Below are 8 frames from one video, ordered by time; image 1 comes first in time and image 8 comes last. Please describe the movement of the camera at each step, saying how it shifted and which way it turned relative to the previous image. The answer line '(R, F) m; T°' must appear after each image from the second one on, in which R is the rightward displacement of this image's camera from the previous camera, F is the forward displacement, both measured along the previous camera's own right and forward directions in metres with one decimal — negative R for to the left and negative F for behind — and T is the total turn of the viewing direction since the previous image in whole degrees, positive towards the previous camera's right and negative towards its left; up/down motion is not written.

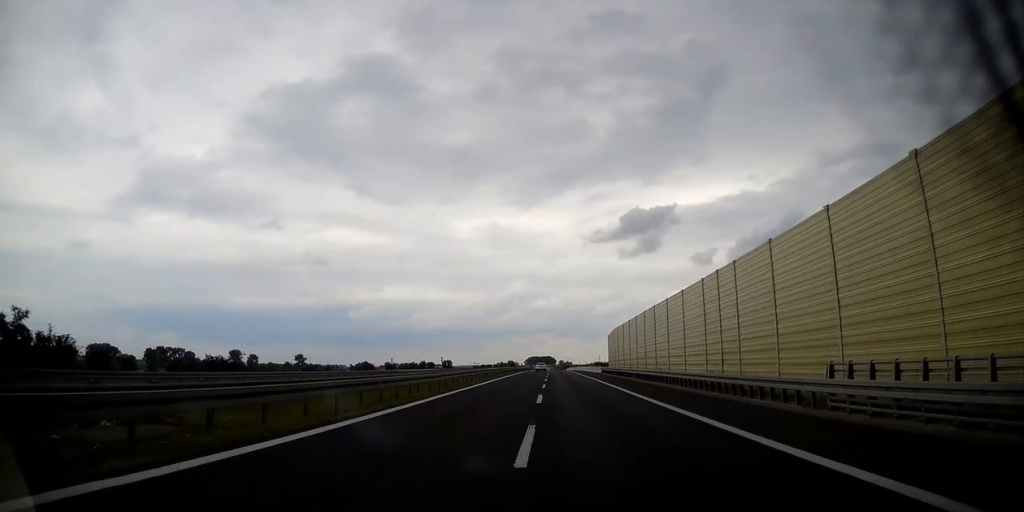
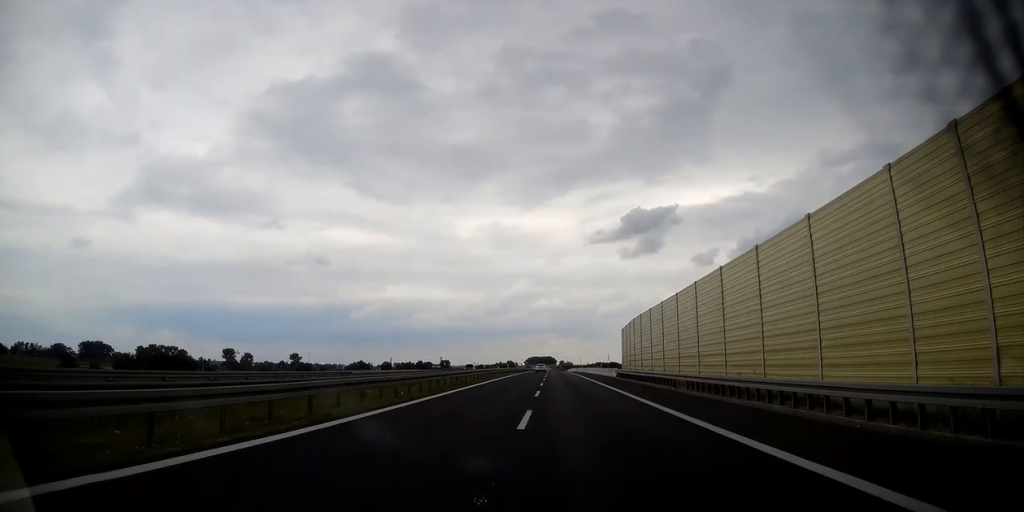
(0.0, +19.3) m; 0°
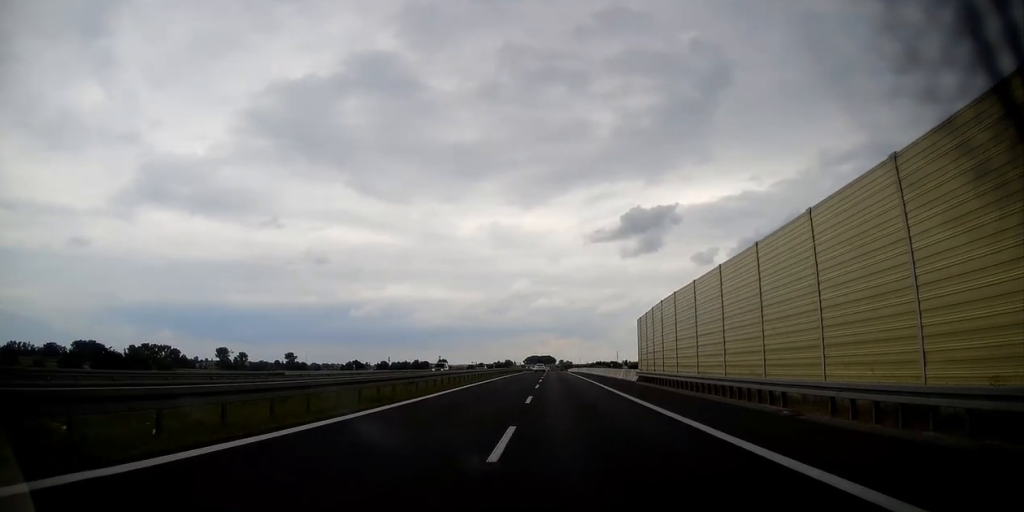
(0.0, +15.6) m; 0°
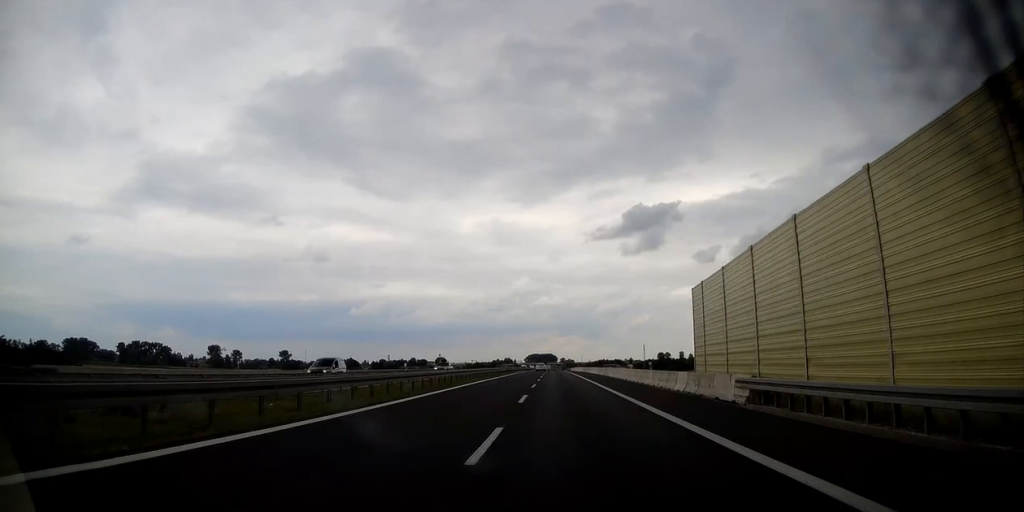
(0.0, +24.1) m; 0°
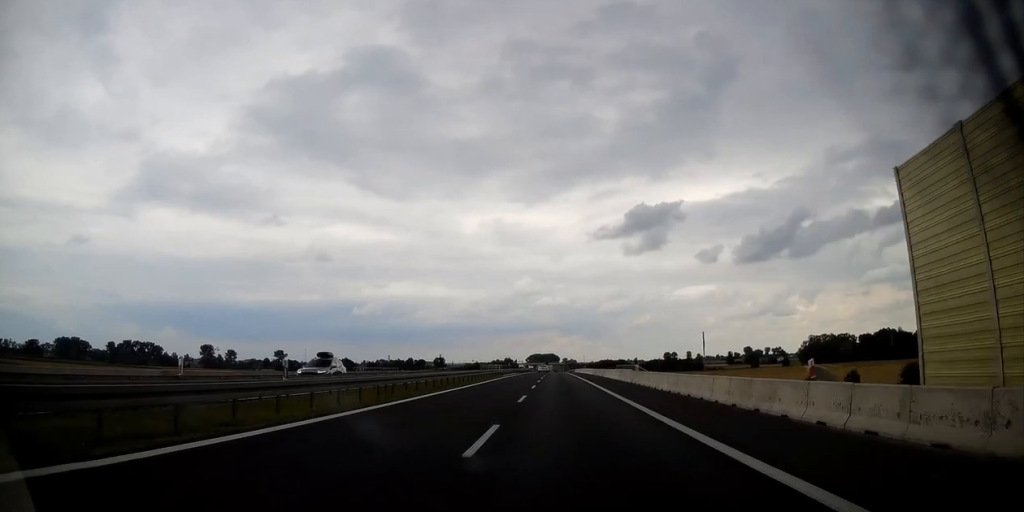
(0.0, +22.9) m; 0°
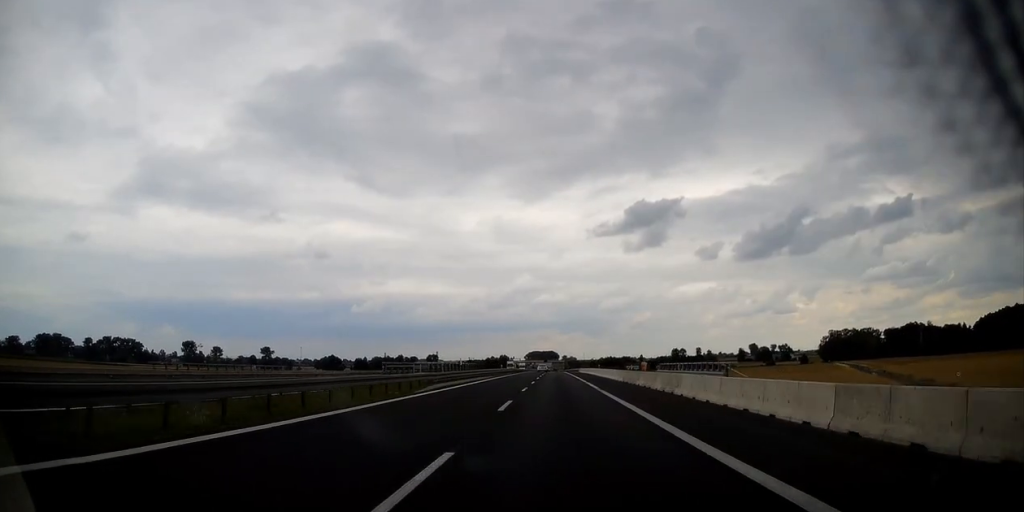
(-0.1, +40.0) m; -1°
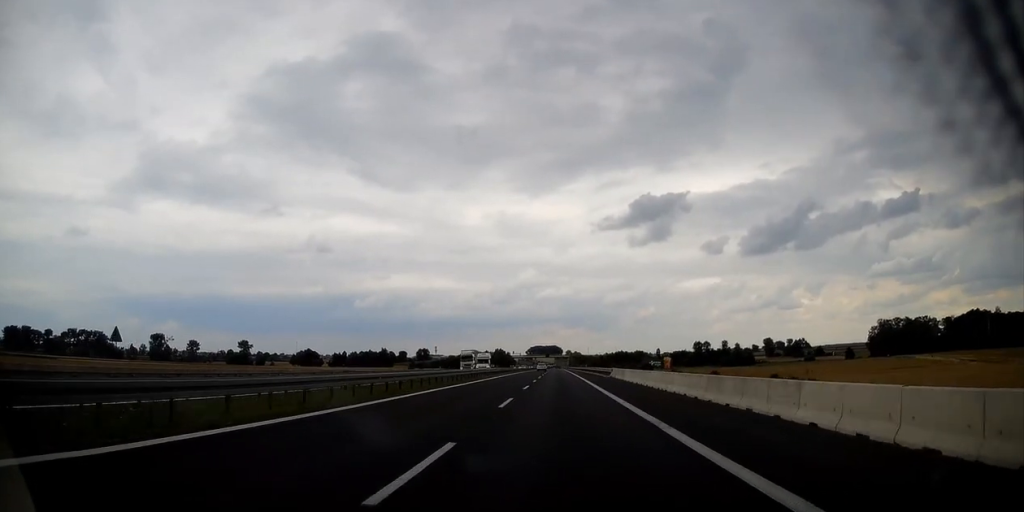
(-0.5, +70.7) m; 0°
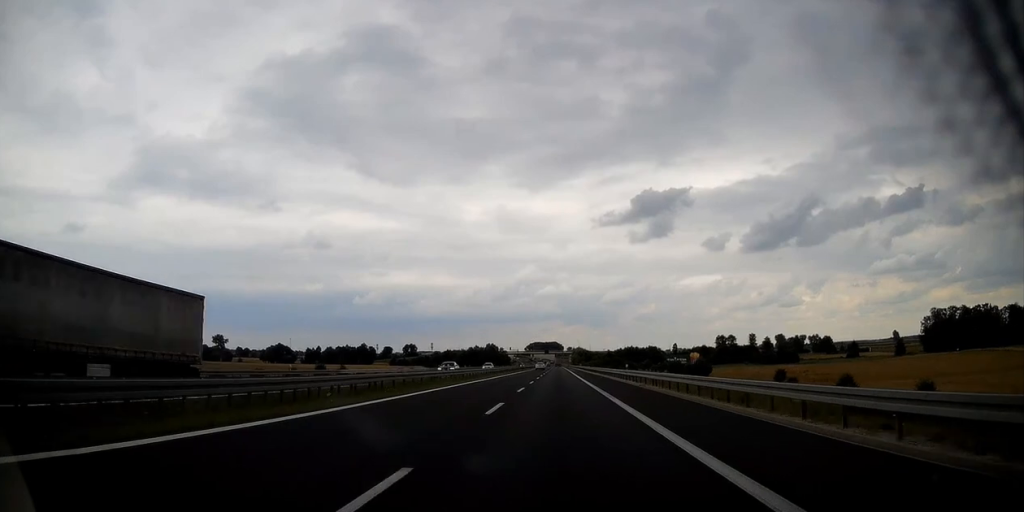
(+0.6, +62.3) m; +1°
